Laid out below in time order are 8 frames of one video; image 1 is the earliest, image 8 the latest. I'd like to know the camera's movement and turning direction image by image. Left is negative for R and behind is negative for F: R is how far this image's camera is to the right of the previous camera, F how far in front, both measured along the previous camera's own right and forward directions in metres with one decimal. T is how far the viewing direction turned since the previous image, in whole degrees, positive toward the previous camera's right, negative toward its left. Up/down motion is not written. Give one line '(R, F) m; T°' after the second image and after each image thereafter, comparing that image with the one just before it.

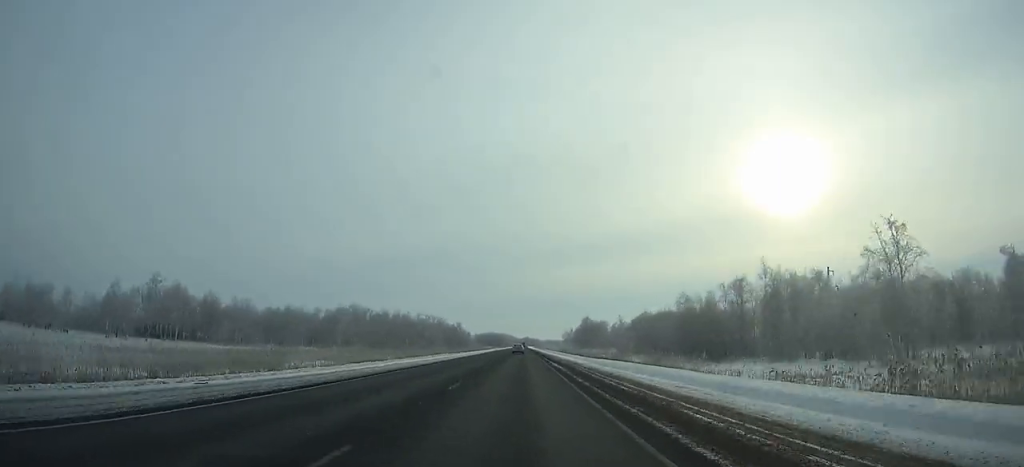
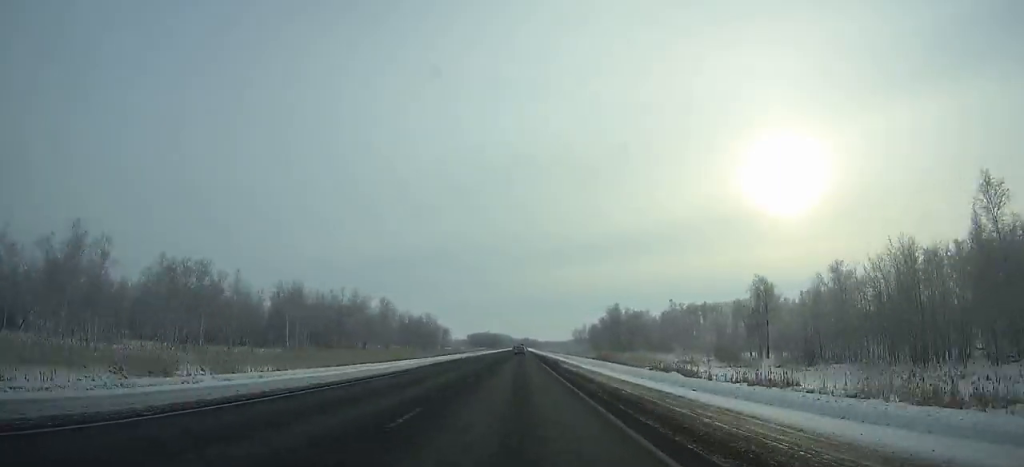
(+0.1, +78.8) m; 0°
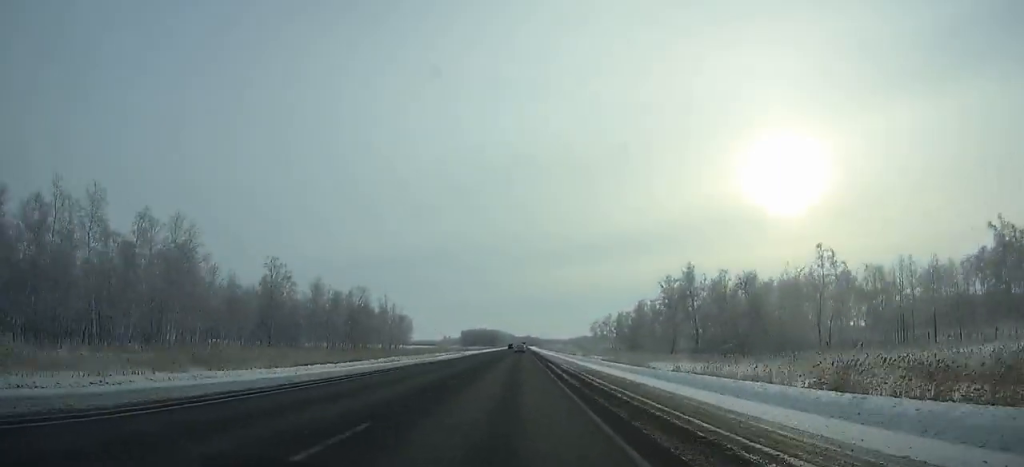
(+0.1, +73.4) m; 0°
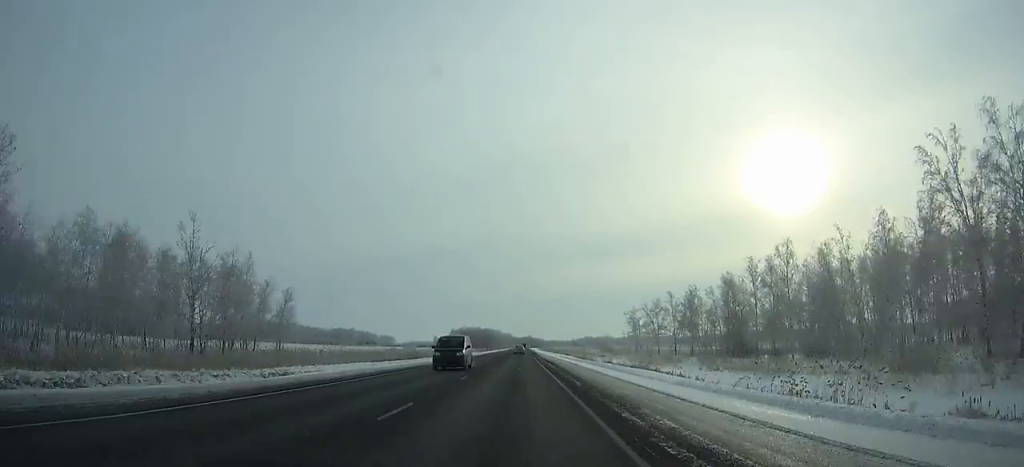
(-0.1, +79.3) m; 0°
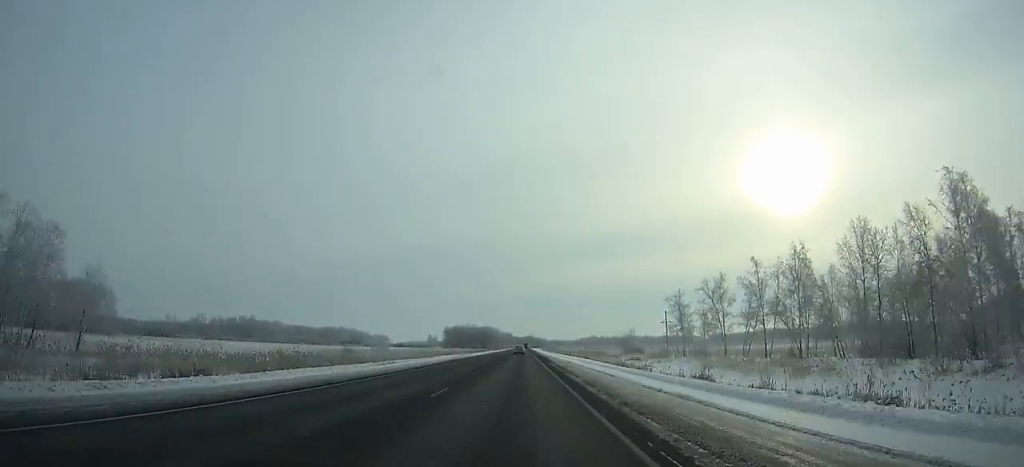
(-0.1, +42.4) m; 0°
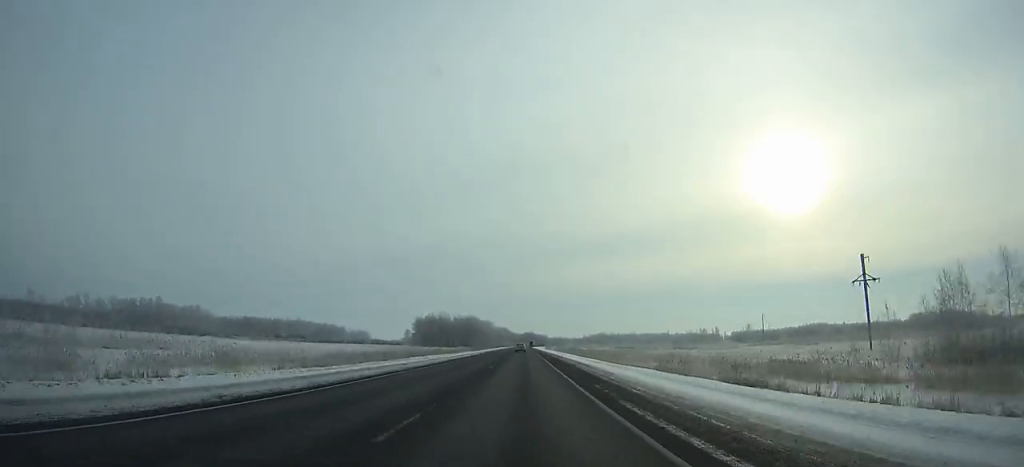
(+0.2, +112.9) m; 0°
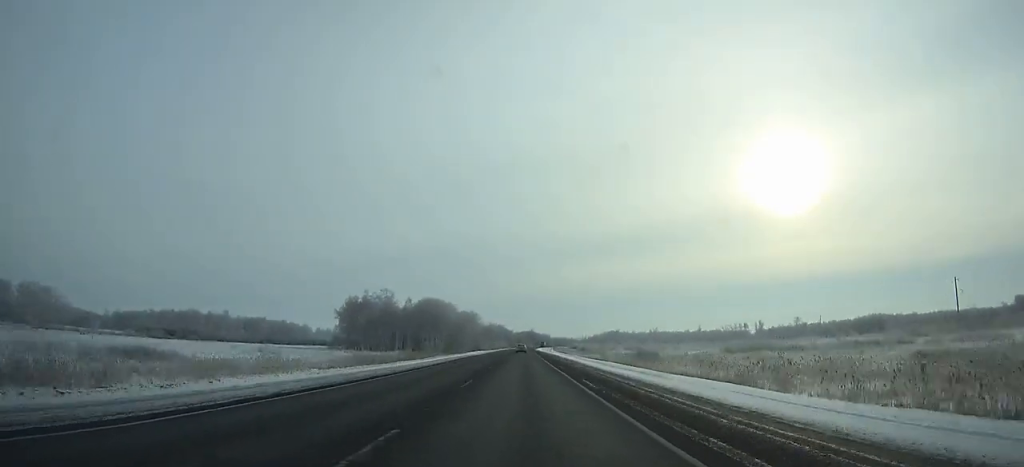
(+0.1, +120.8) m; 0°
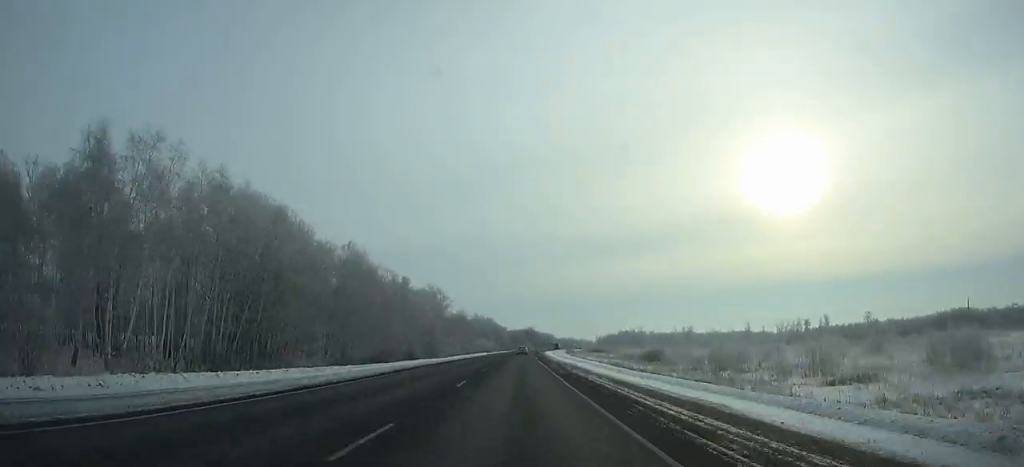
(+0.1, +118.2) m; +1°
